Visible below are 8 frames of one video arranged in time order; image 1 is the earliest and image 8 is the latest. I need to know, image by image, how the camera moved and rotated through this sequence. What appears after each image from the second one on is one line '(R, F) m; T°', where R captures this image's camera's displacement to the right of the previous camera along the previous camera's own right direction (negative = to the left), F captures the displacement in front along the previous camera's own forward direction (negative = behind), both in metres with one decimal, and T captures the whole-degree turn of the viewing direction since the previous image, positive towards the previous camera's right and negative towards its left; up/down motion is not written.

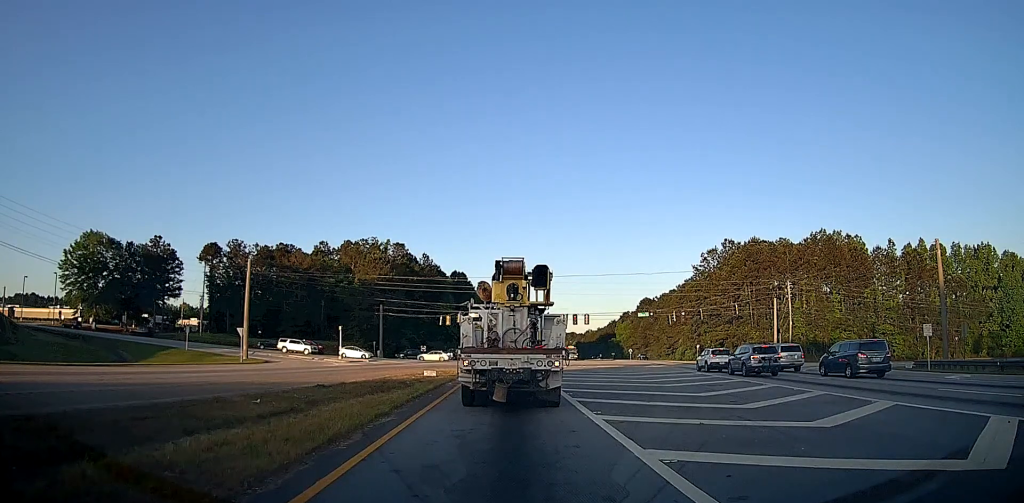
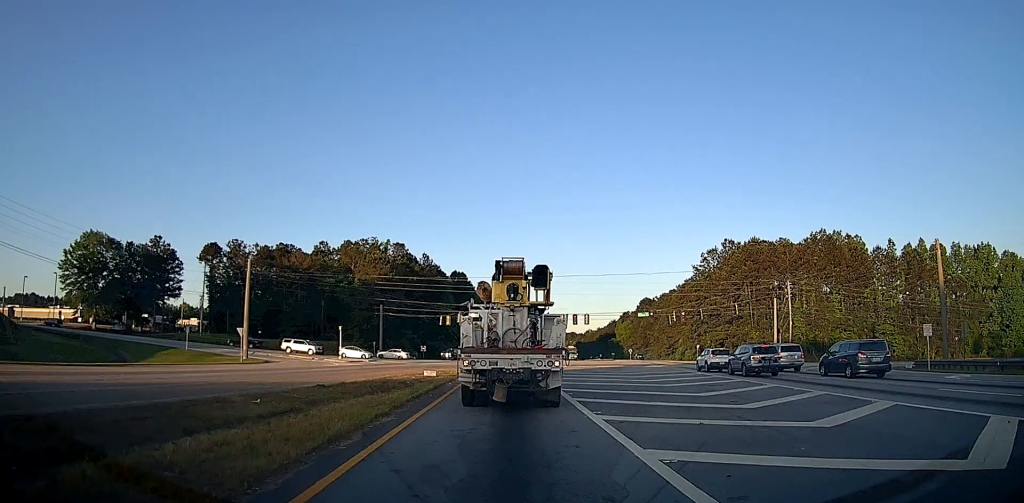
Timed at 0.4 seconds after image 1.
(0.0, 0.0) m; 0°
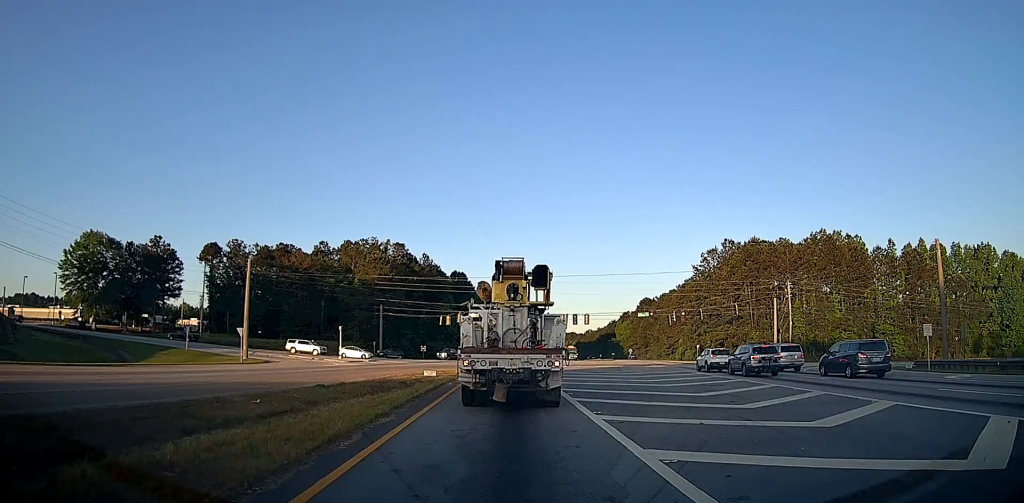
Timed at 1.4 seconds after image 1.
(0.0, 0.0) m; 0°
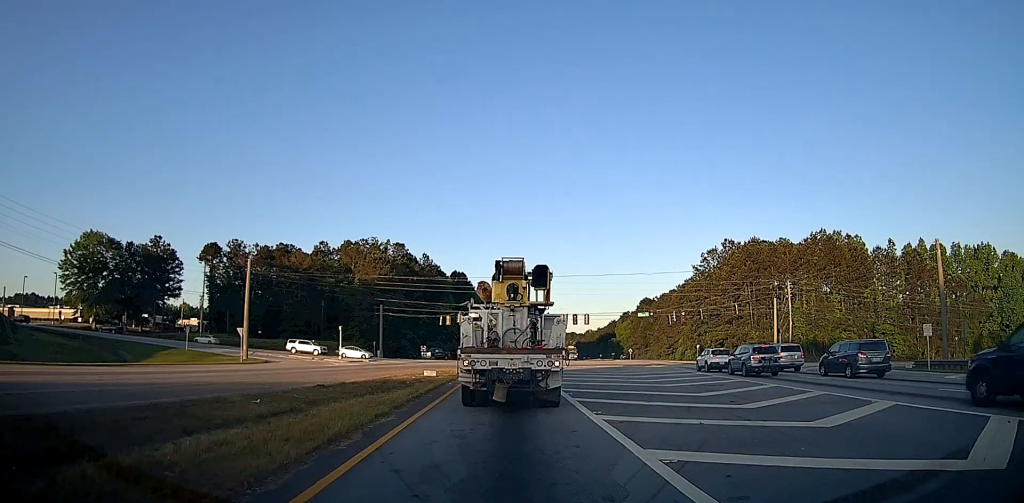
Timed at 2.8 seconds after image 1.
(0.0, 0.0) m; 0°
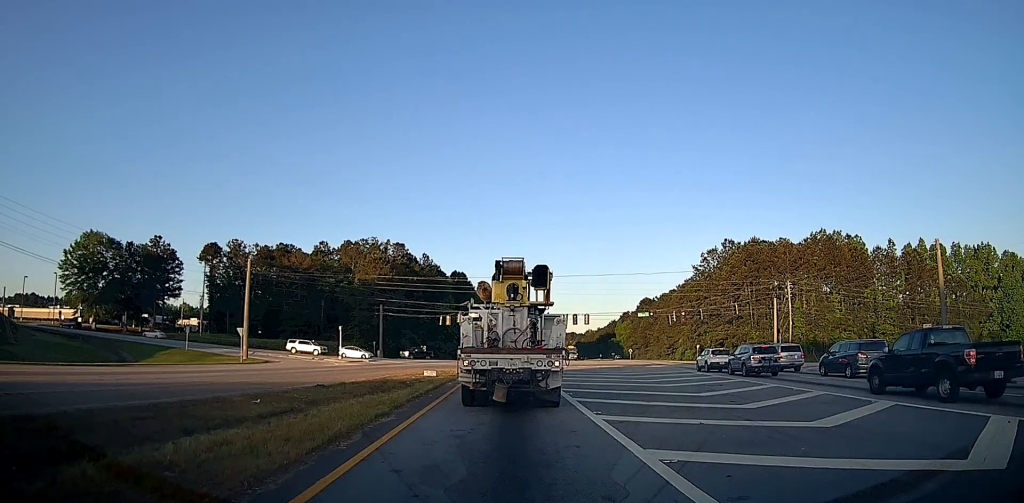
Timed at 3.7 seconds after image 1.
(0.0, 0.0) m; 0°
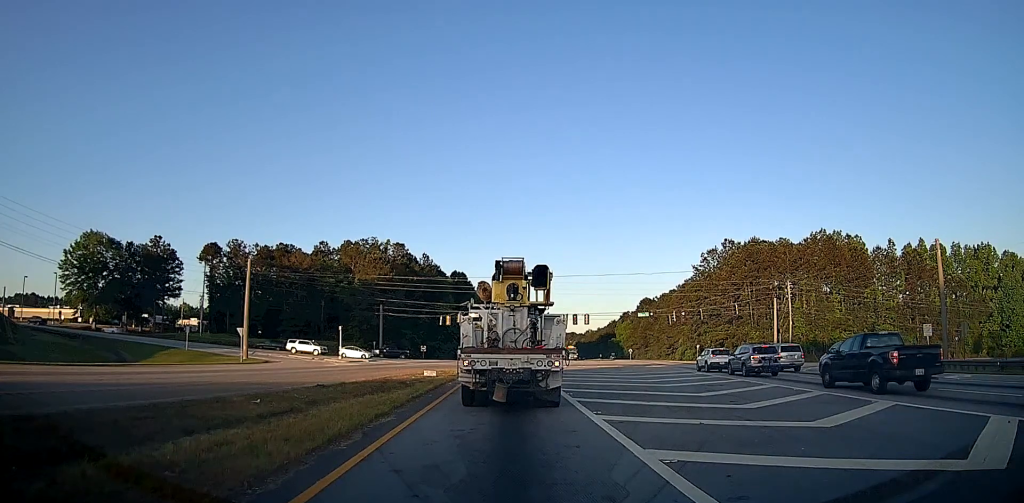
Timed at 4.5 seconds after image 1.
(0.0, 0.0) m; 0°
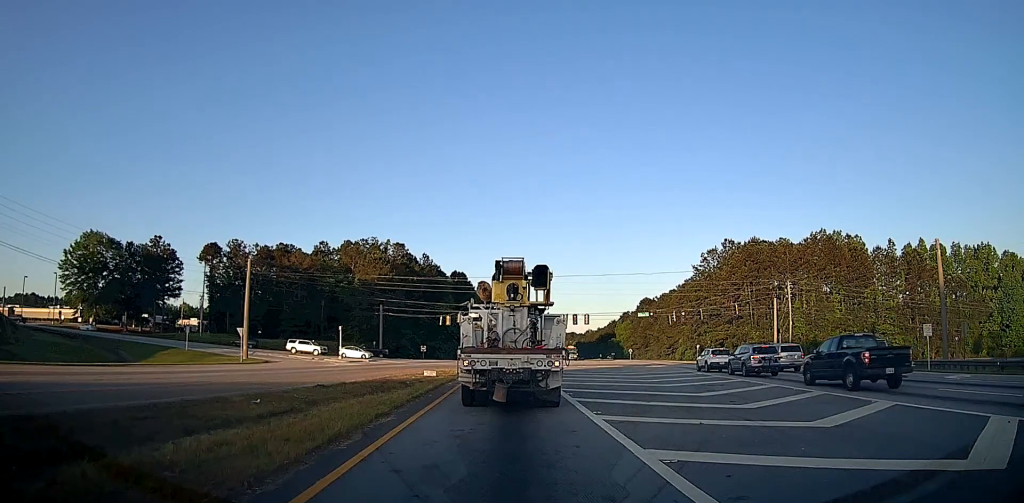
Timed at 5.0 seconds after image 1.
(0.0, 0.0) m; 0°
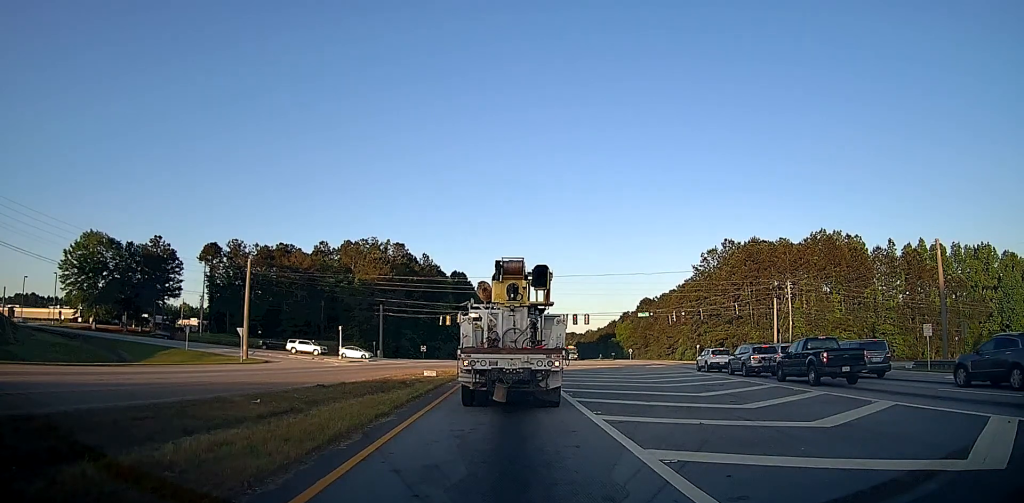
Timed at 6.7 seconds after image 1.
(0.0, 0.0) m; 0°
